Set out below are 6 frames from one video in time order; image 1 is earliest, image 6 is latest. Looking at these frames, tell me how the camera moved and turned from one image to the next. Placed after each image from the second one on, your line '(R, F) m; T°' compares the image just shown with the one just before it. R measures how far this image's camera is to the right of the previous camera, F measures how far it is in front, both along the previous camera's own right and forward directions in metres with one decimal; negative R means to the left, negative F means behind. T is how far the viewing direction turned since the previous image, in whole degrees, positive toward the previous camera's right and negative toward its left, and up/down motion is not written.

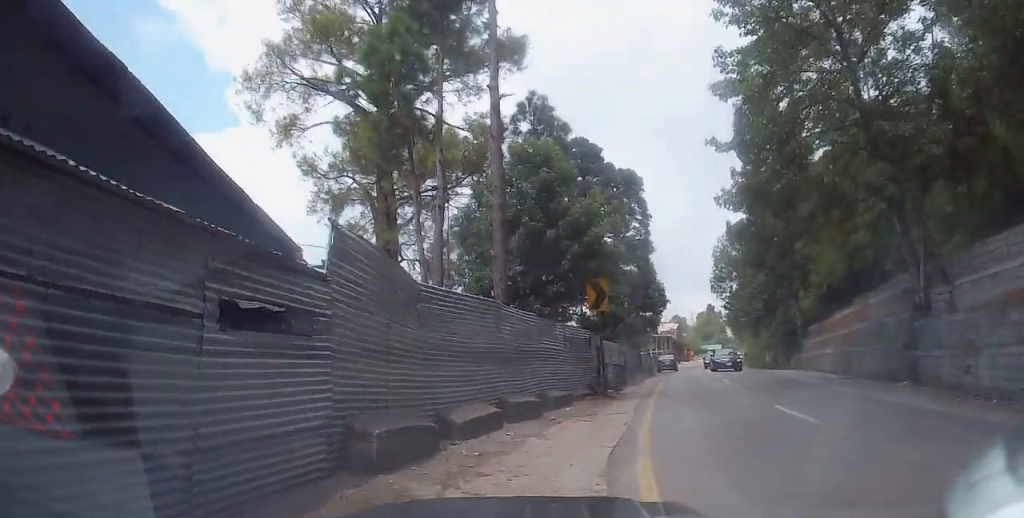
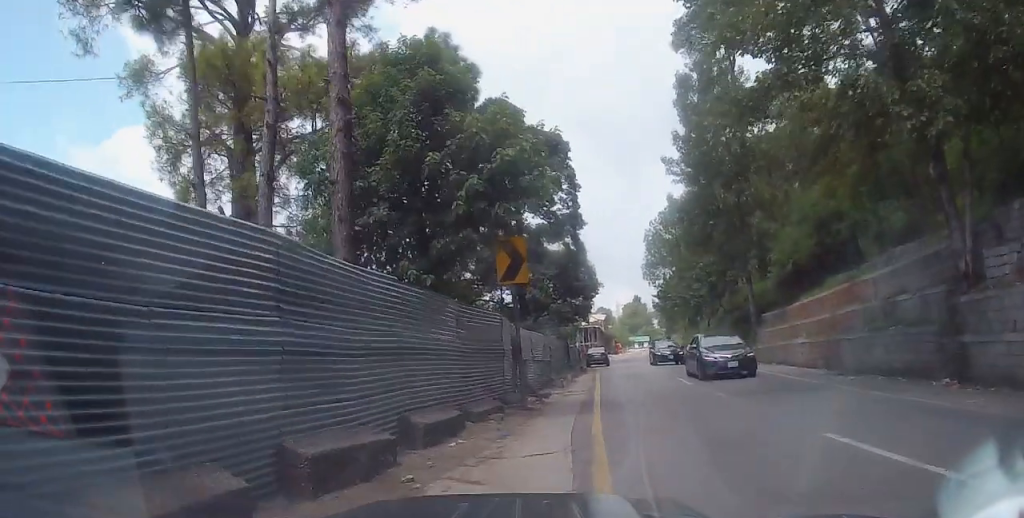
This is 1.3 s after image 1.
(+0.1, +6.2) m; -1°
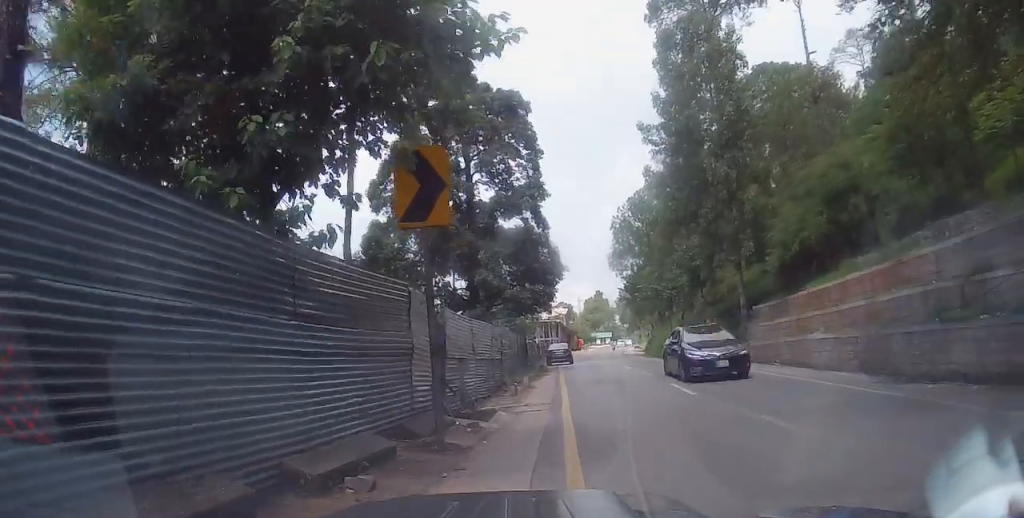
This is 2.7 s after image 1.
(-0.4, +5.7) m; -3°
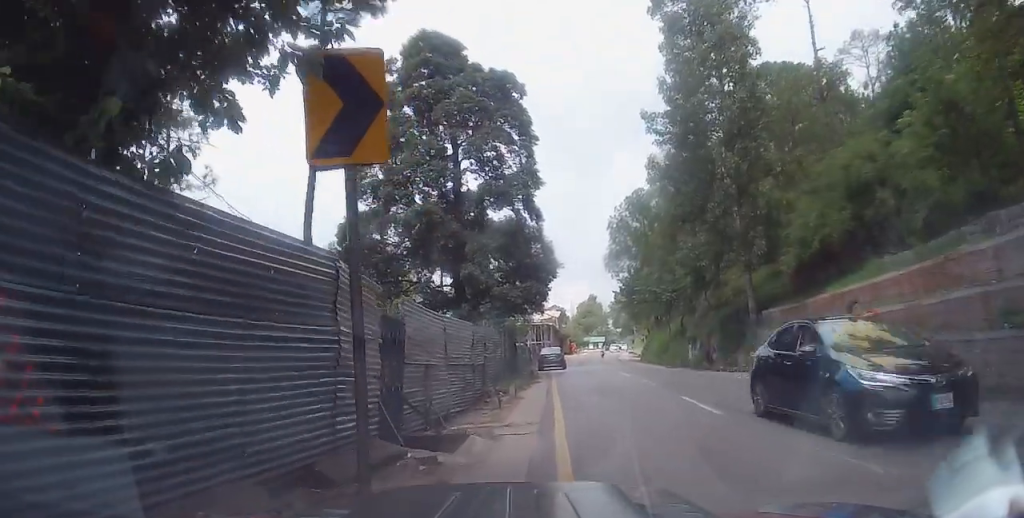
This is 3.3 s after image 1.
(0.0, +2.6) m; +3°
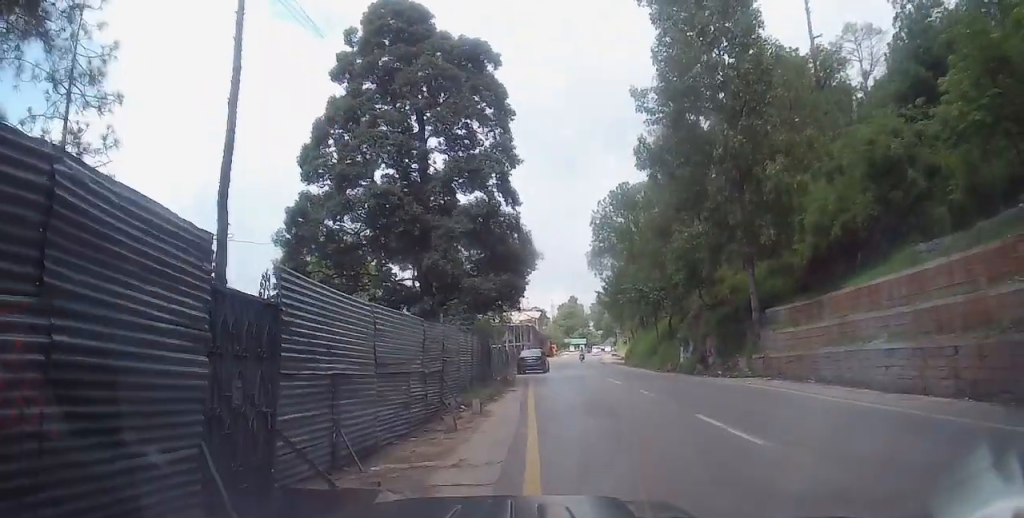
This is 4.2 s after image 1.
(+0.3, +3.3) m; +7°
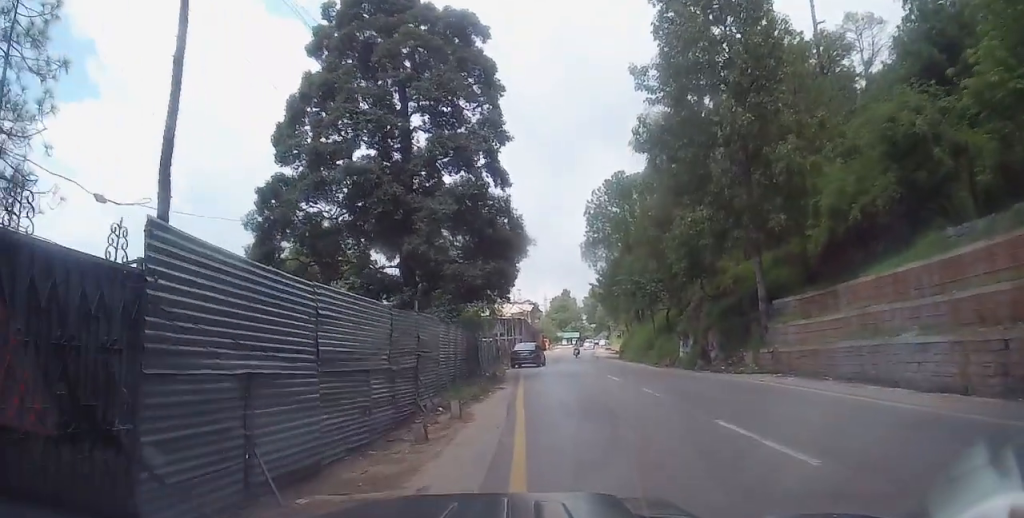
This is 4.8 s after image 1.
(0.0, +1.9) m; +4°
